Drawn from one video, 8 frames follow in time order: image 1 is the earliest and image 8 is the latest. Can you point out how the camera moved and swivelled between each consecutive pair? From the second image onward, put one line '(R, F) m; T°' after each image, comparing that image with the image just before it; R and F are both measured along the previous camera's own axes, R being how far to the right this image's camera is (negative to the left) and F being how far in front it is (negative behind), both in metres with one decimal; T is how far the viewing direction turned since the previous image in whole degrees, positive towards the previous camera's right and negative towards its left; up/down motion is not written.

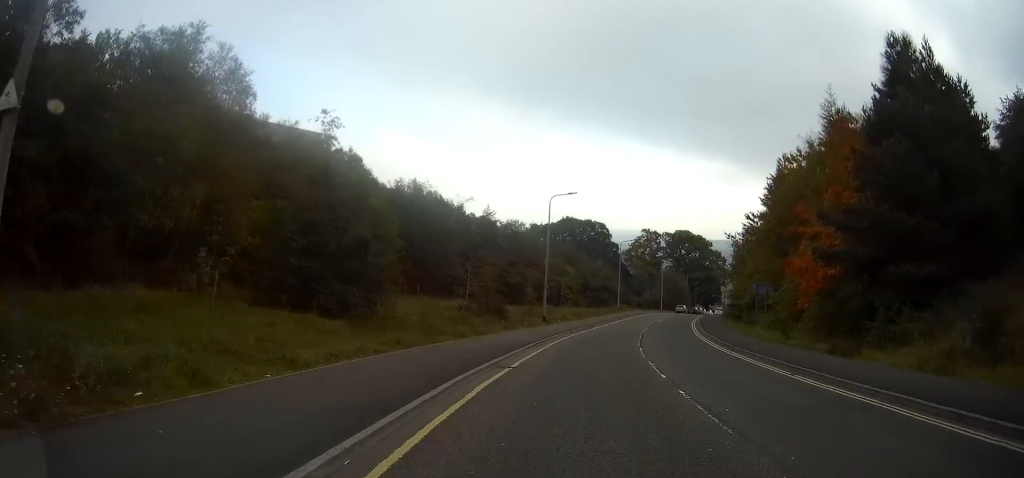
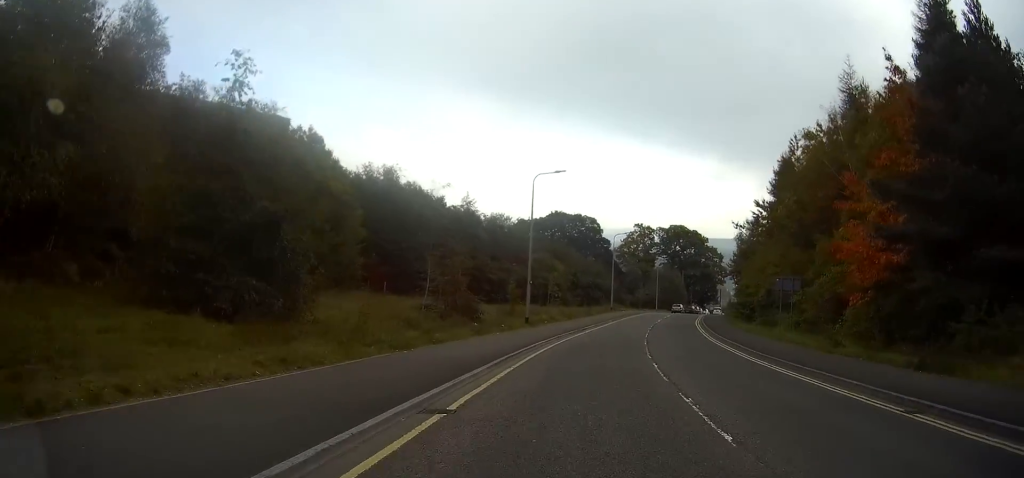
(+0.3, +6.7) m; +1°
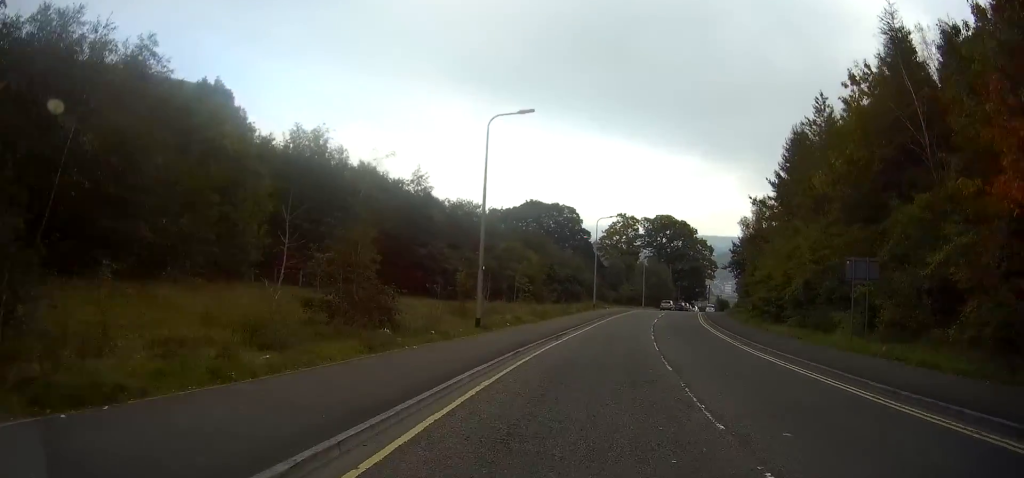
(+0.2, +11.3) m; +1°
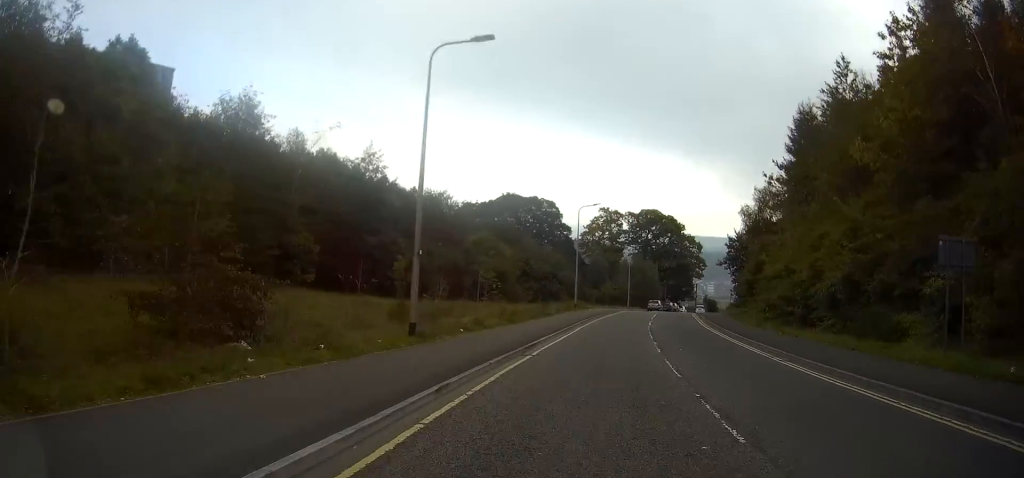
(-0.1, +7.6) m; +1°
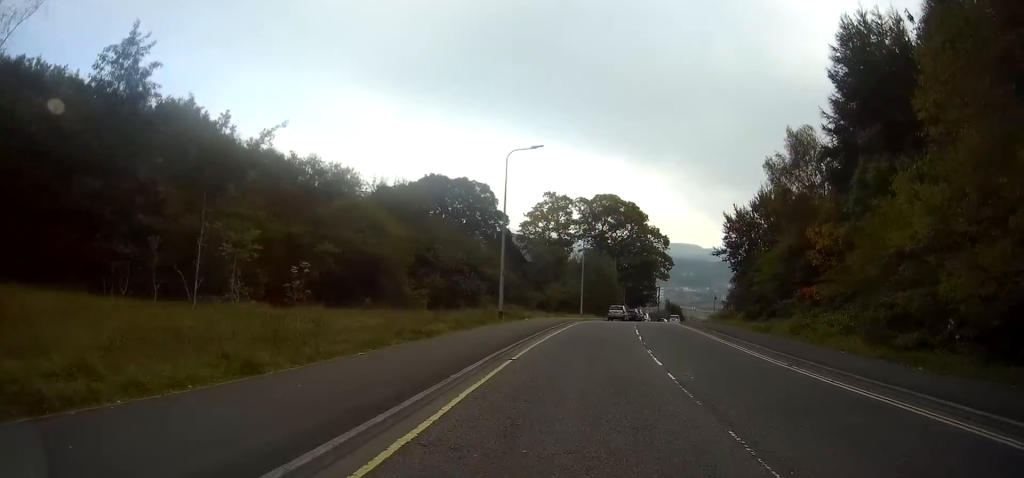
(+0.8, +21.8) m; +4°
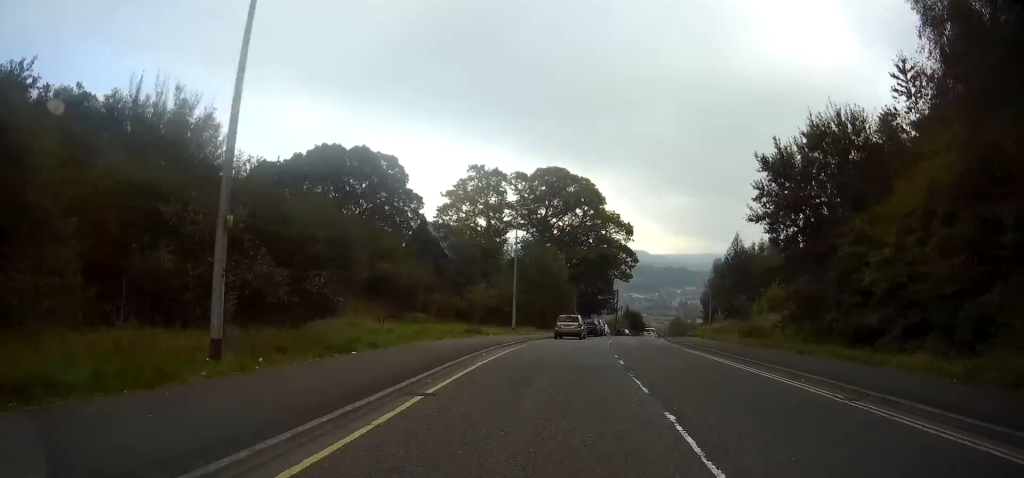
(+0.8, +22.9) m; +5°
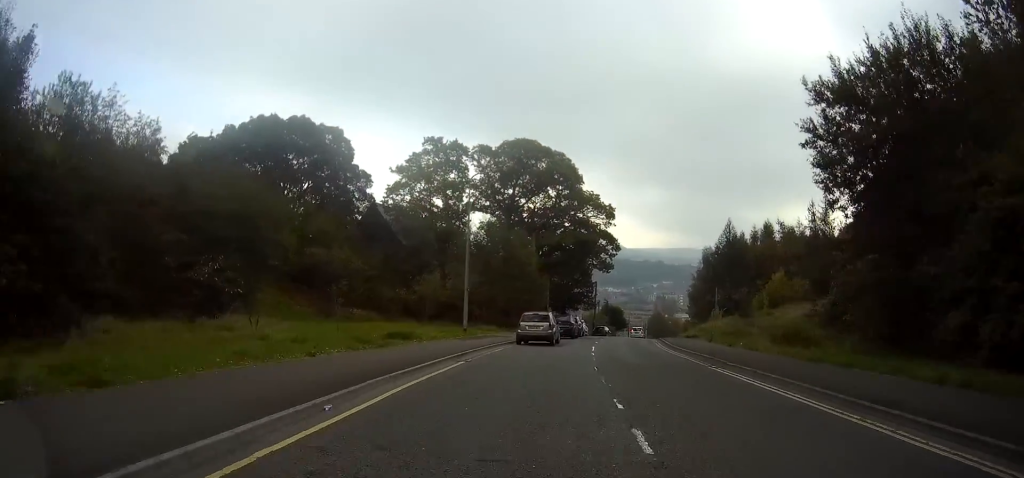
(+0.3, +10.3) m; +2°
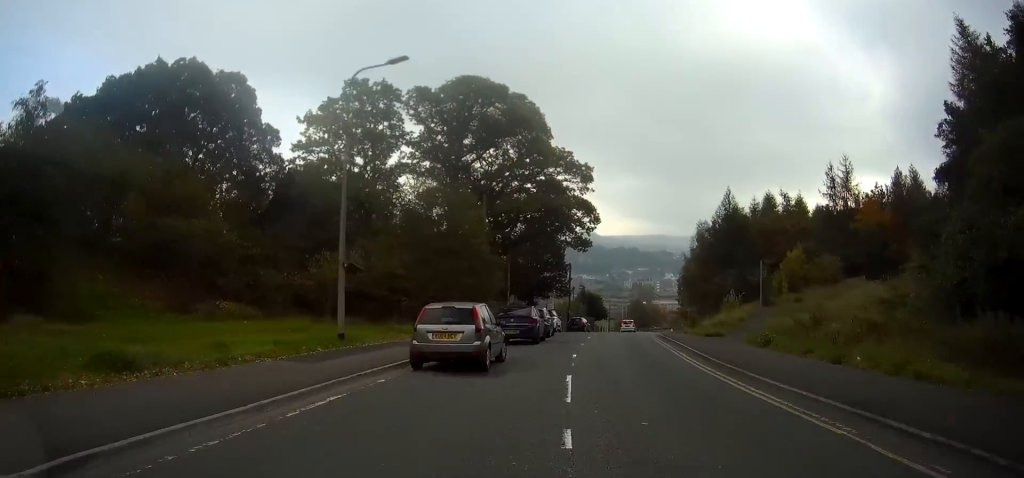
(+0.3, +15.3) m; +2°
